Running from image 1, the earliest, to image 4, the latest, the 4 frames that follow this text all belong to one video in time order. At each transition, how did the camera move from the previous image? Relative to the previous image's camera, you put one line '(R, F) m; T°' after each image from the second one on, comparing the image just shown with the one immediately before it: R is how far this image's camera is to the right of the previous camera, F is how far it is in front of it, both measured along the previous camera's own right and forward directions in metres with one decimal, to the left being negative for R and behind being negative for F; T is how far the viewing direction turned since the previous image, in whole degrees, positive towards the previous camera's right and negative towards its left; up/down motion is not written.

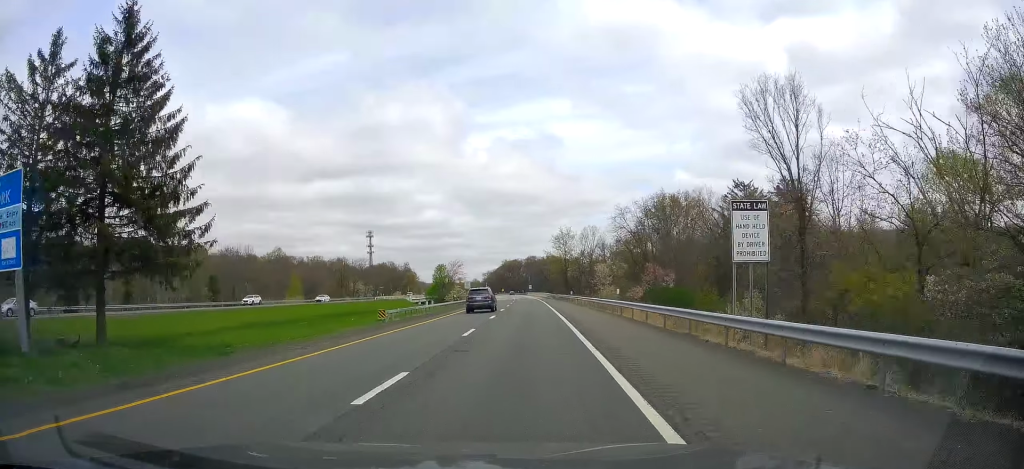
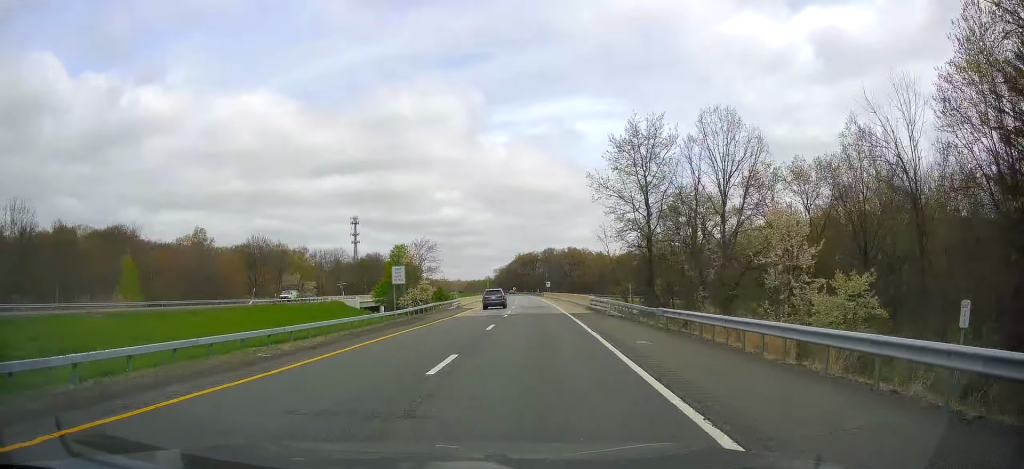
(-0.1, +69.8) m; -1°
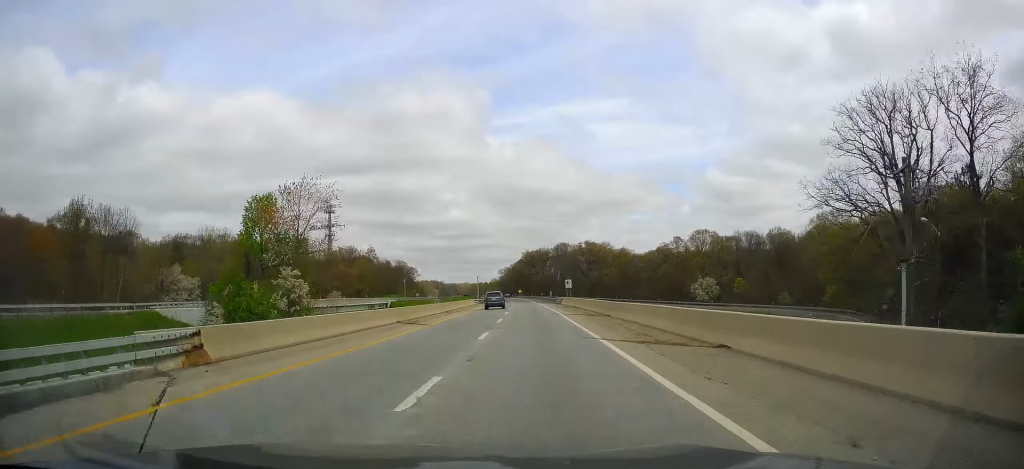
(-1.0, +57.1) m; -2°
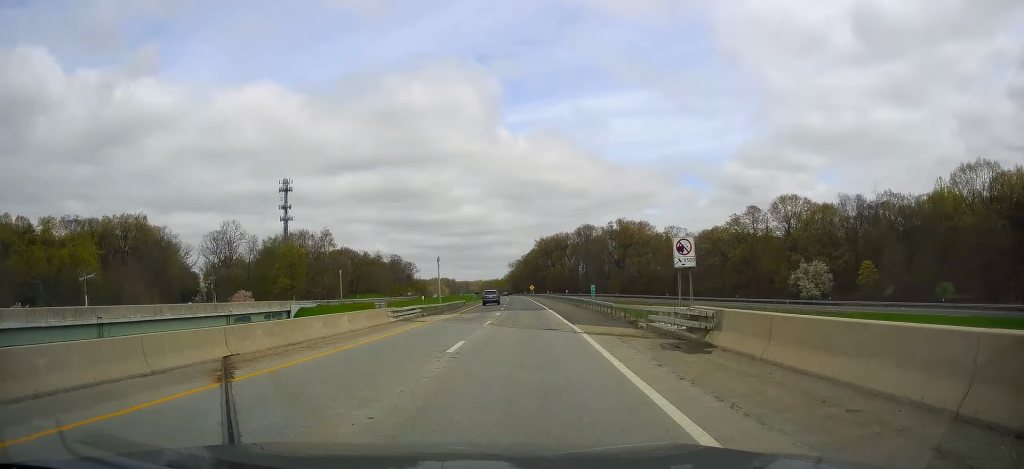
(-0.3, +65.7) m; -1°
